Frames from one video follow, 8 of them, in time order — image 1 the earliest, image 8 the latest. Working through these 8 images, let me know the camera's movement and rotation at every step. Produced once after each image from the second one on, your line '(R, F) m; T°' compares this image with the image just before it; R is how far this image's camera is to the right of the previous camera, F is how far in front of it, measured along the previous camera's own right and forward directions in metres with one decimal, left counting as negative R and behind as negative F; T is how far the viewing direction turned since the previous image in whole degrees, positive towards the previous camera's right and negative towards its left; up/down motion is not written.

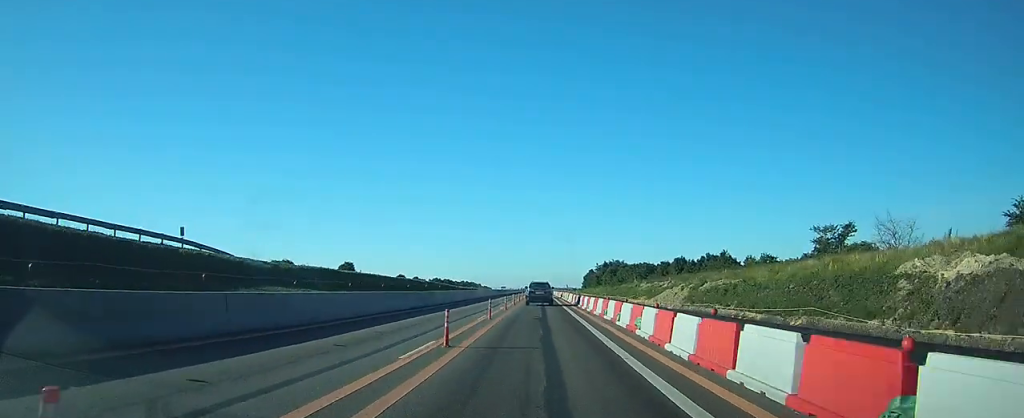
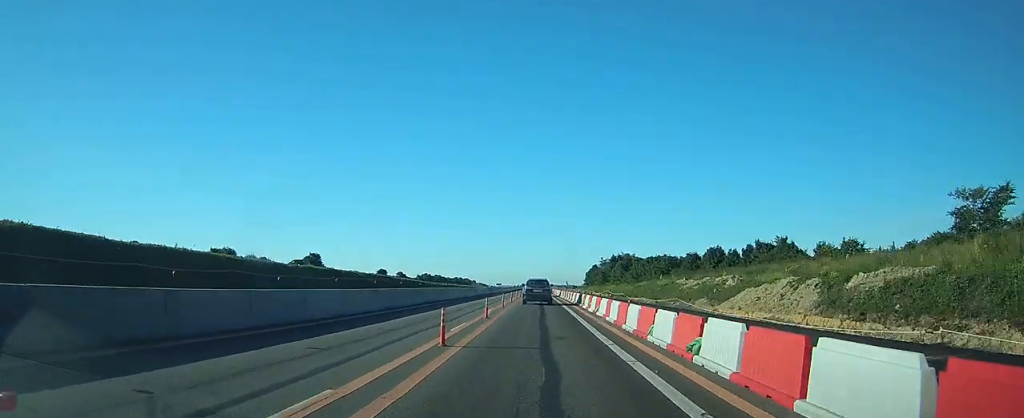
(+0.1, +30.7) m; 0°
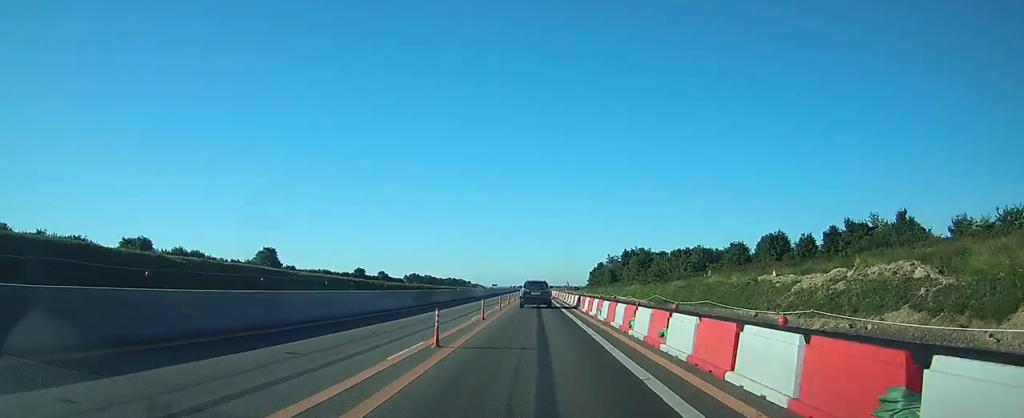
(0.0, +30.1) m; 0°
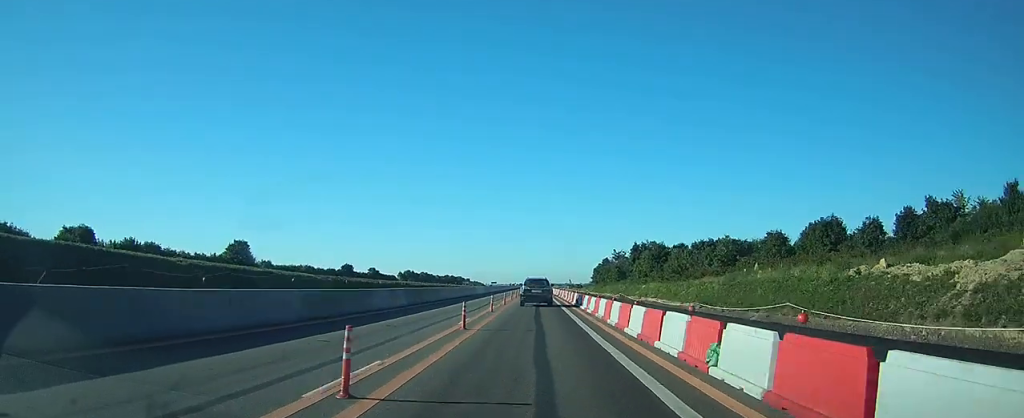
(0.0, +15.5) m; 0°
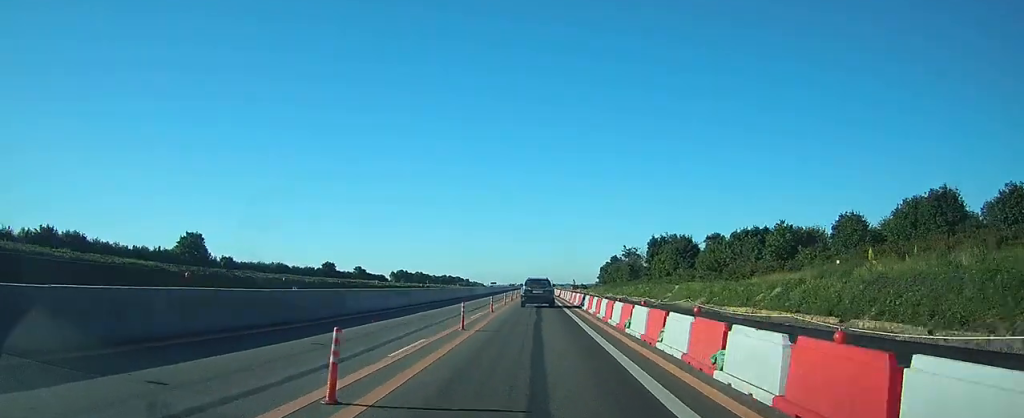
(0.0, +20.5) m; 0°
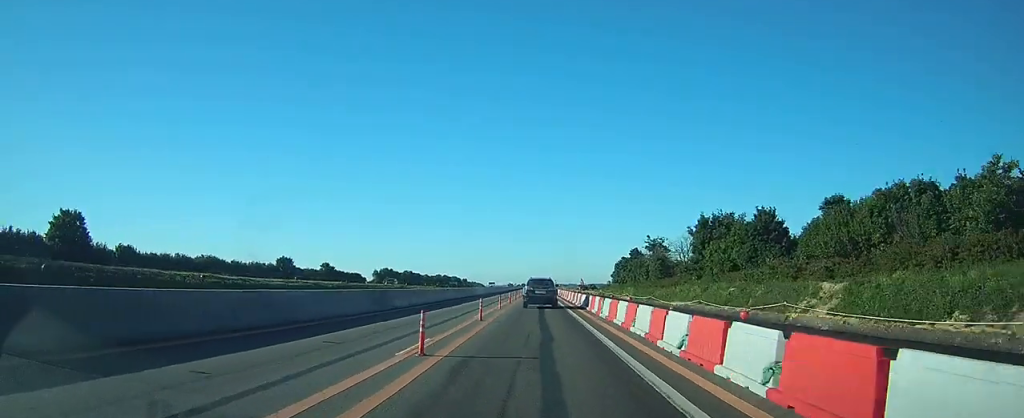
(0.0, +36.1) m; 0°
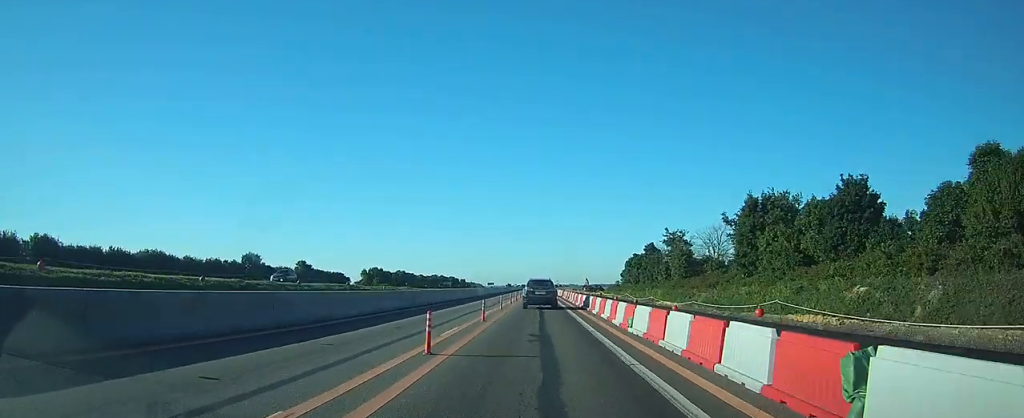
(0.0, +19.8) m; 0°
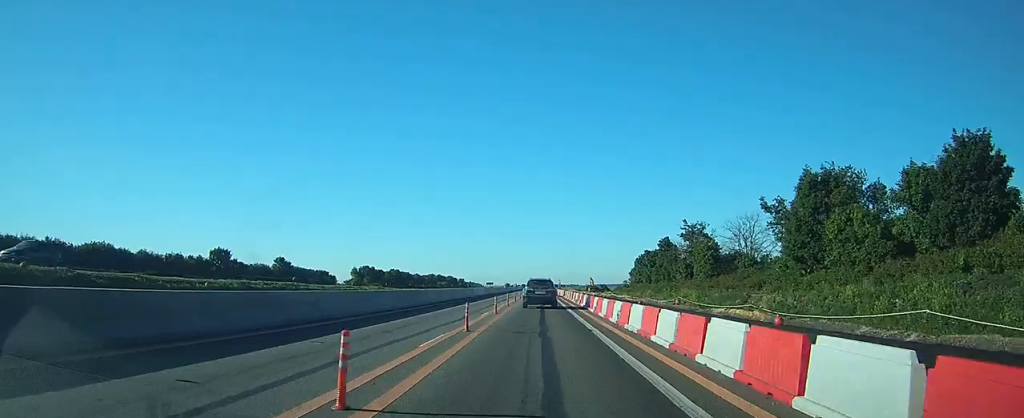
(0.0, +14.7) m; 0°
